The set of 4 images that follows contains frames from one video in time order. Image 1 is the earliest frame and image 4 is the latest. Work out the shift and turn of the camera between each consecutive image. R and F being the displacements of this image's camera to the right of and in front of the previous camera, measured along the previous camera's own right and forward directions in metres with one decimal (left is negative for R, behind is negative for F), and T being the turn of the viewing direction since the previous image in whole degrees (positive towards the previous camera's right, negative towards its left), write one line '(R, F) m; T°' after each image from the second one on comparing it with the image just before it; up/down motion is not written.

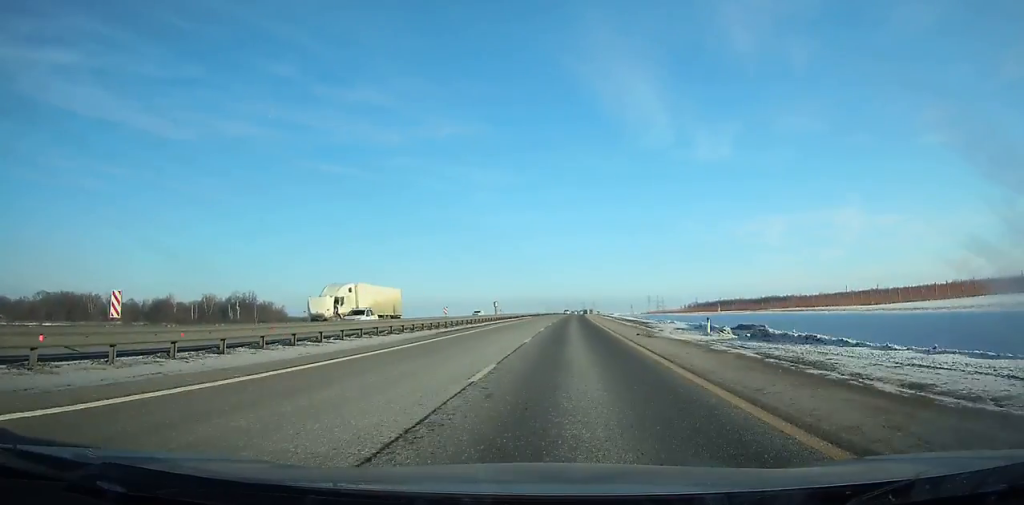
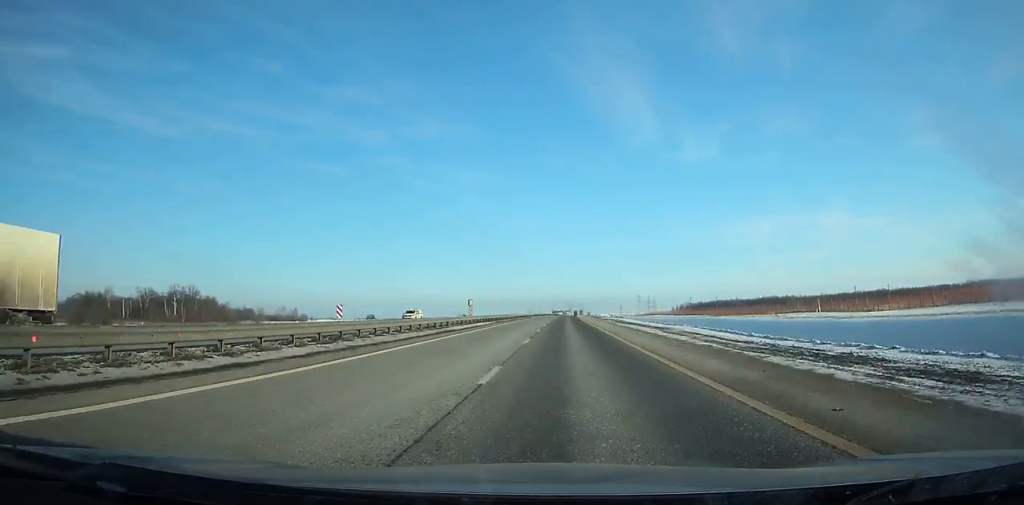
(+0.5, +46.6) m; +1°
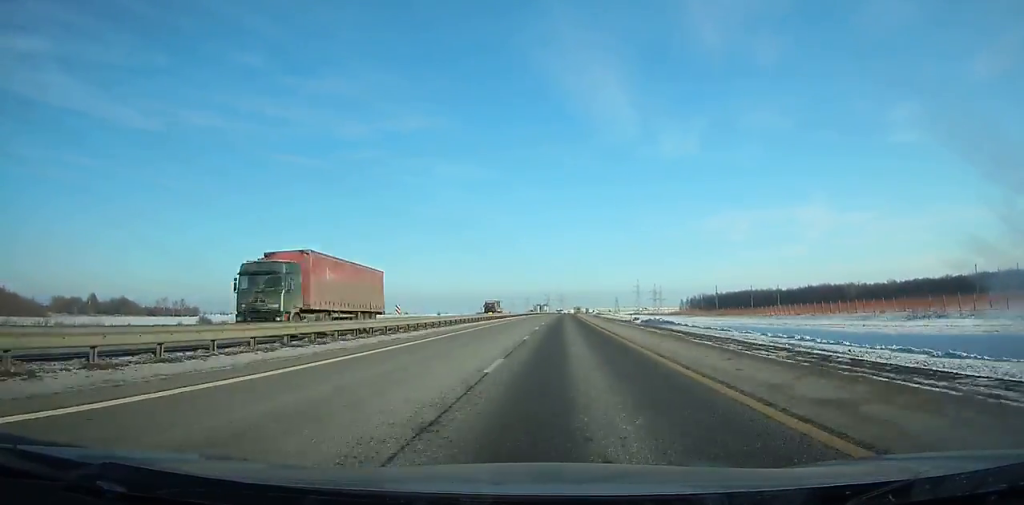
(+4.5, +196.7) m; +2°
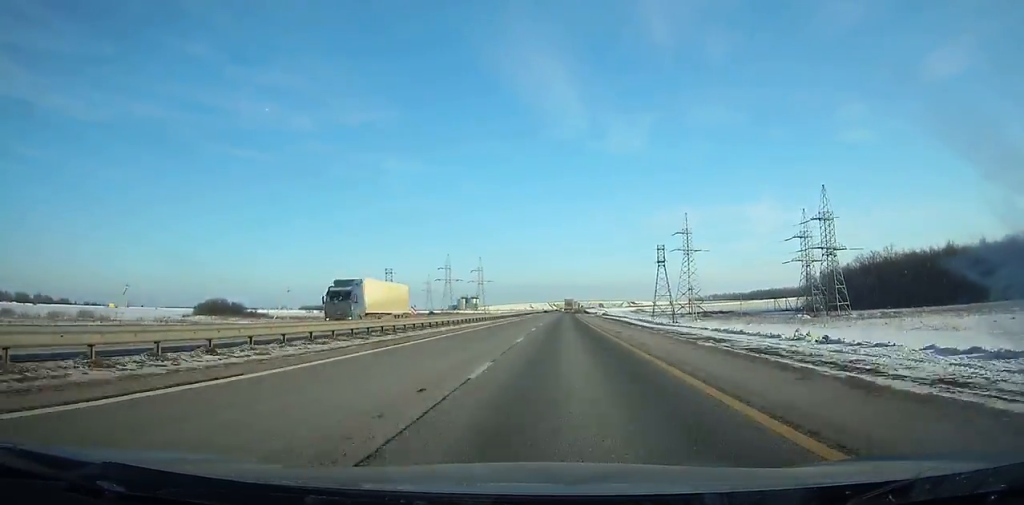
(+20.4, +434.4) m; +5°
